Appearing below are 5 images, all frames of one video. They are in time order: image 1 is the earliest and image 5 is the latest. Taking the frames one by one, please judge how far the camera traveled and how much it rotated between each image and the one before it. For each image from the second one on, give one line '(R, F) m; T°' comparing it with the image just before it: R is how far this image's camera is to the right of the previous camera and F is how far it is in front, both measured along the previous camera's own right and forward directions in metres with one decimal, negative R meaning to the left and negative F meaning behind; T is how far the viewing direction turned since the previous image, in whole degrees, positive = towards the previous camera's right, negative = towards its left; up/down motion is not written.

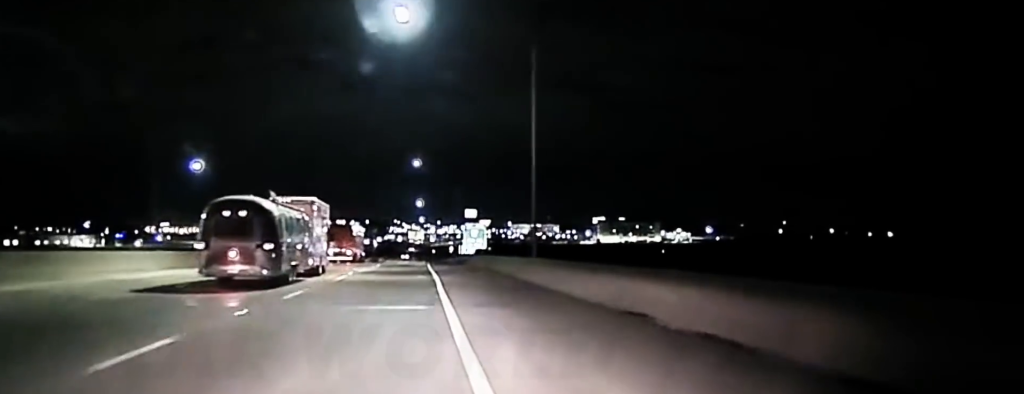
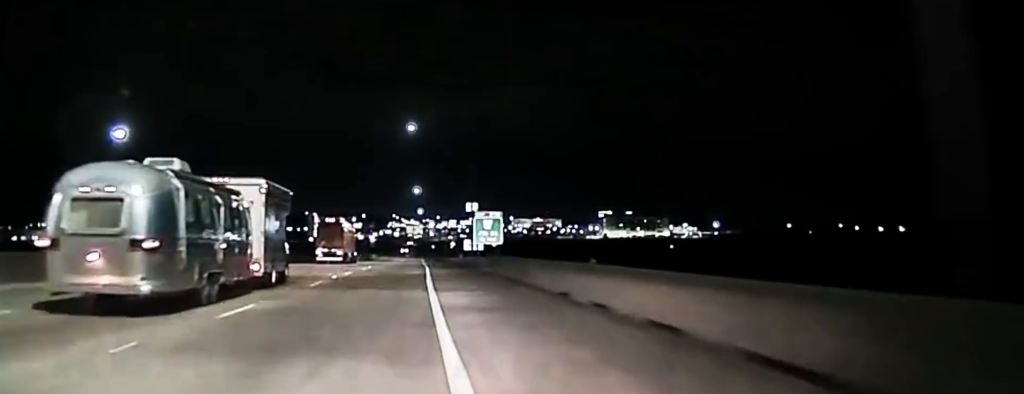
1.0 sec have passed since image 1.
(0.0, +26.3) m; 0°
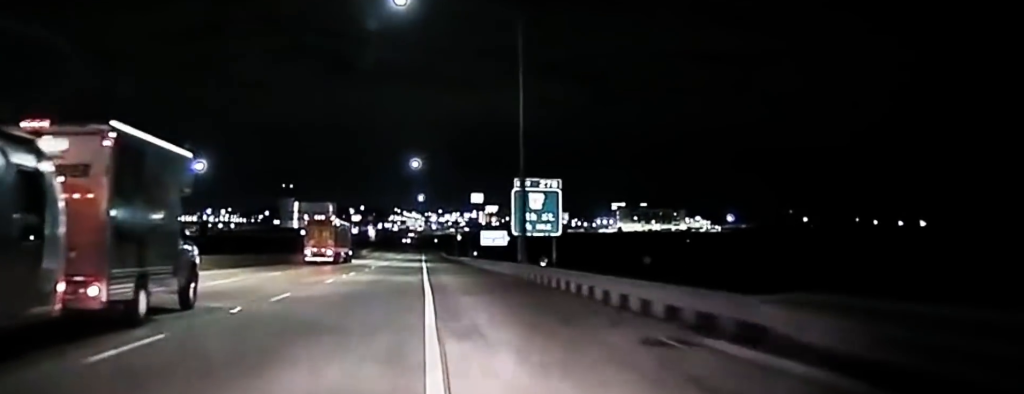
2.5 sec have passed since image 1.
(-0.2, +40.2) m; 0°
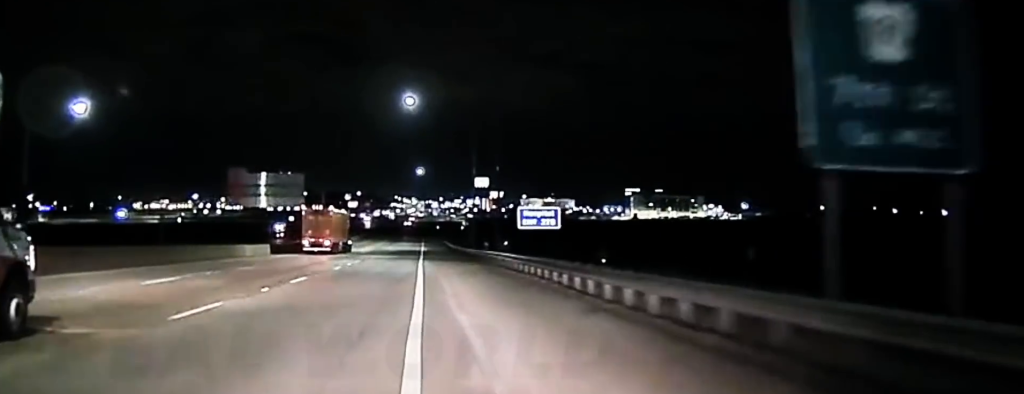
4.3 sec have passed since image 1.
(+0.2, +42.8) m; +1°
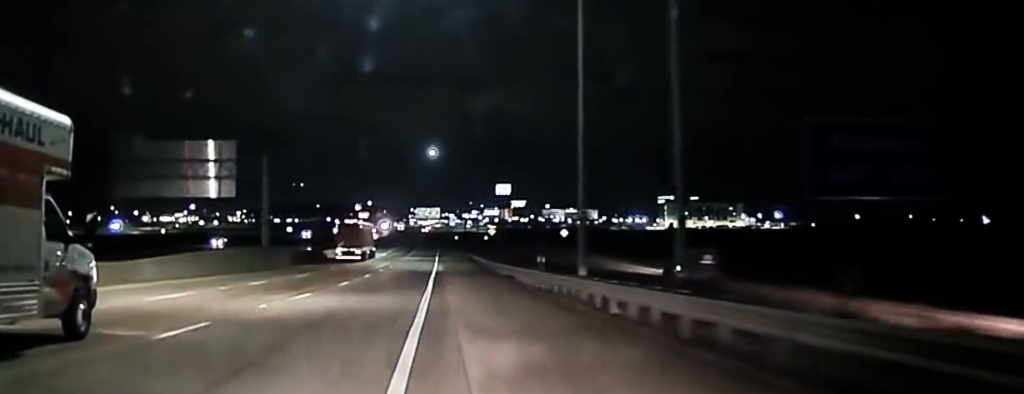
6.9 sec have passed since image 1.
(+0.2, +50.1) m; -1°
